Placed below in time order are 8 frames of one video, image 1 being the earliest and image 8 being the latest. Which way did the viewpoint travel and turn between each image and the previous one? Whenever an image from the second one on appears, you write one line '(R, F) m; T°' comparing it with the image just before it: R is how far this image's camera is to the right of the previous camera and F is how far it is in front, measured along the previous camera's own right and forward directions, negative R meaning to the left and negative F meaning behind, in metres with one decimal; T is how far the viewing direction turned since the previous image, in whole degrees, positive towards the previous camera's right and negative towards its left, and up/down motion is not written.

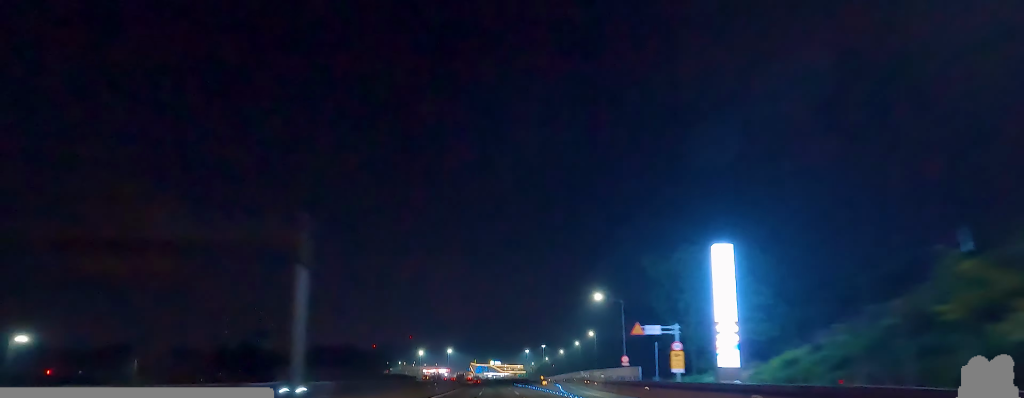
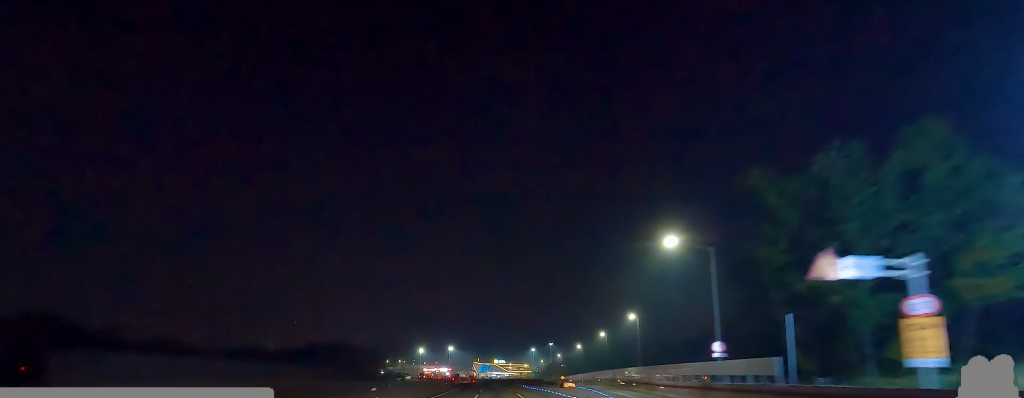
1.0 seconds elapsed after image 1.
(-0.4, +29.9) m; 0°
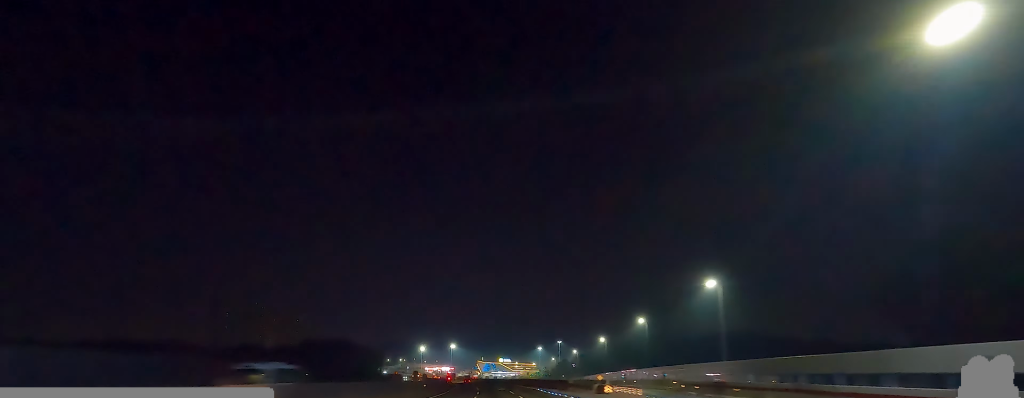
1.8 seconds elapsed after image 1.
(+0.4, +26.9) m; 0°
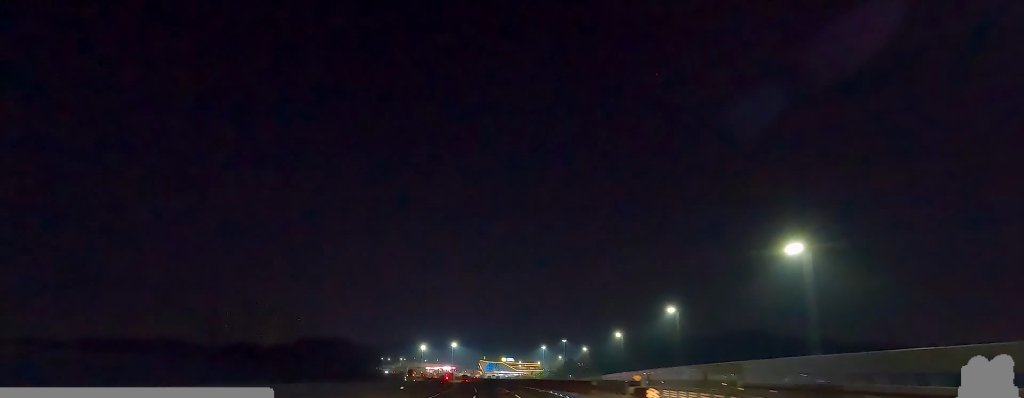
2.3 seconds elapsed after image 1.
(-0.6, +13.4) m; 0°
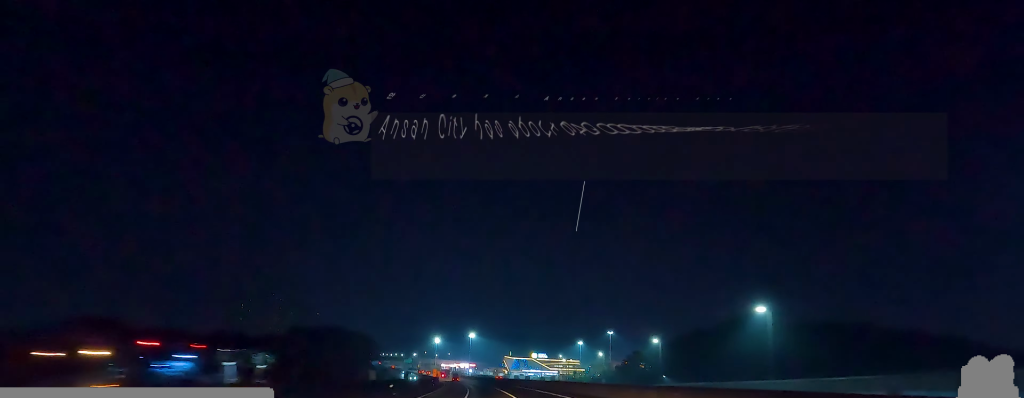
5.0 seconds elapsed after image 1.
(-0.2, +83.6) m; -3°
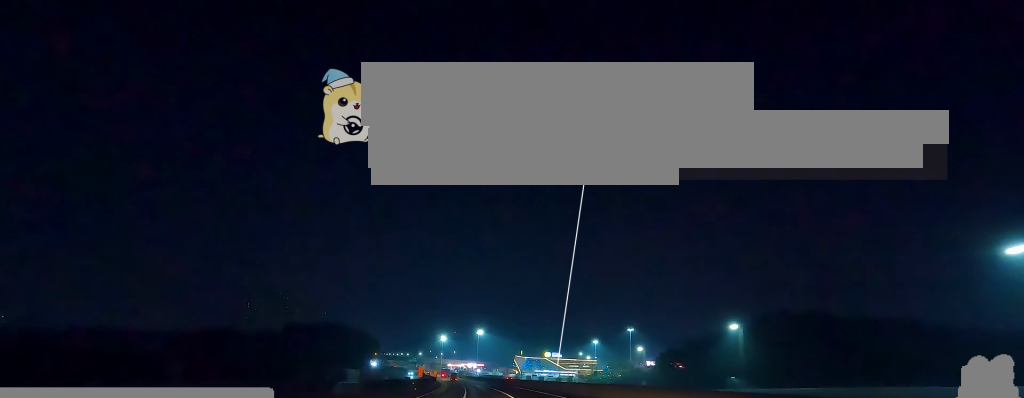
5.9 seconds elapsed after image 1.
(-0.6, +26.5) m; -2°
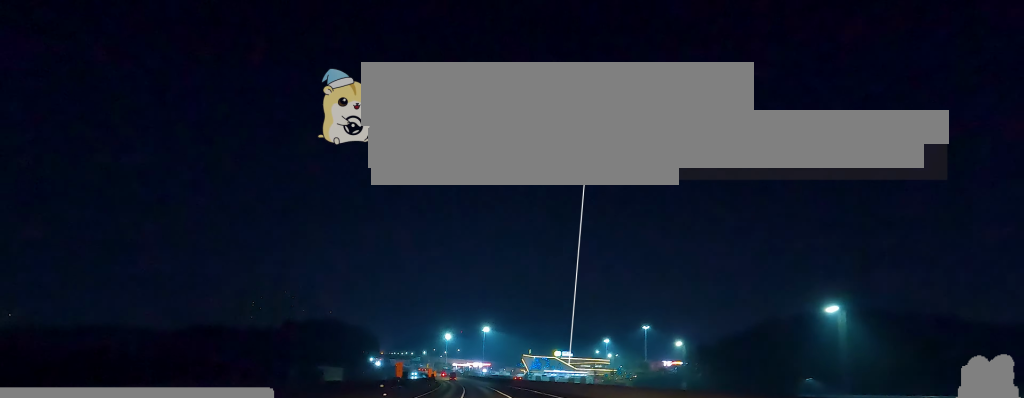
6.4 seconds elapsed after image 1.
(-0.8, +17.4) m; 0°
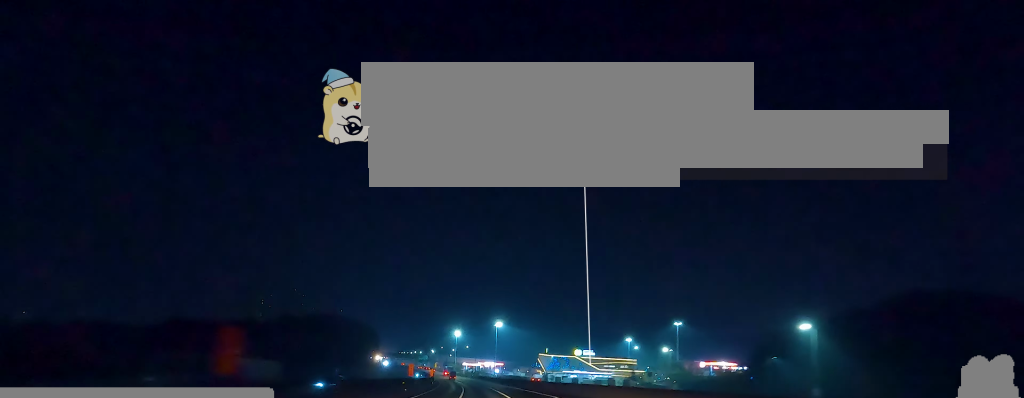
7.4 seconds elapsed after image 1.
(+1.1, +29.9) m; -1°
